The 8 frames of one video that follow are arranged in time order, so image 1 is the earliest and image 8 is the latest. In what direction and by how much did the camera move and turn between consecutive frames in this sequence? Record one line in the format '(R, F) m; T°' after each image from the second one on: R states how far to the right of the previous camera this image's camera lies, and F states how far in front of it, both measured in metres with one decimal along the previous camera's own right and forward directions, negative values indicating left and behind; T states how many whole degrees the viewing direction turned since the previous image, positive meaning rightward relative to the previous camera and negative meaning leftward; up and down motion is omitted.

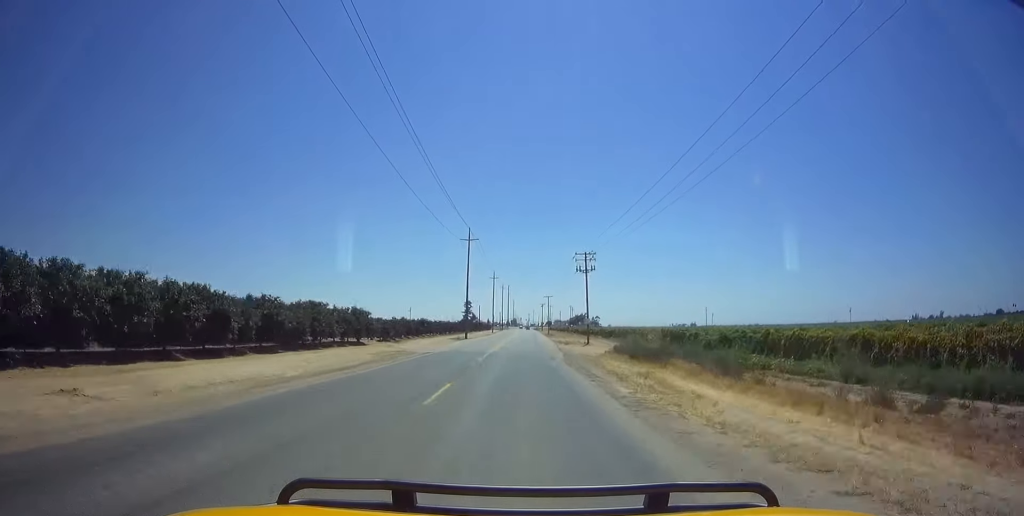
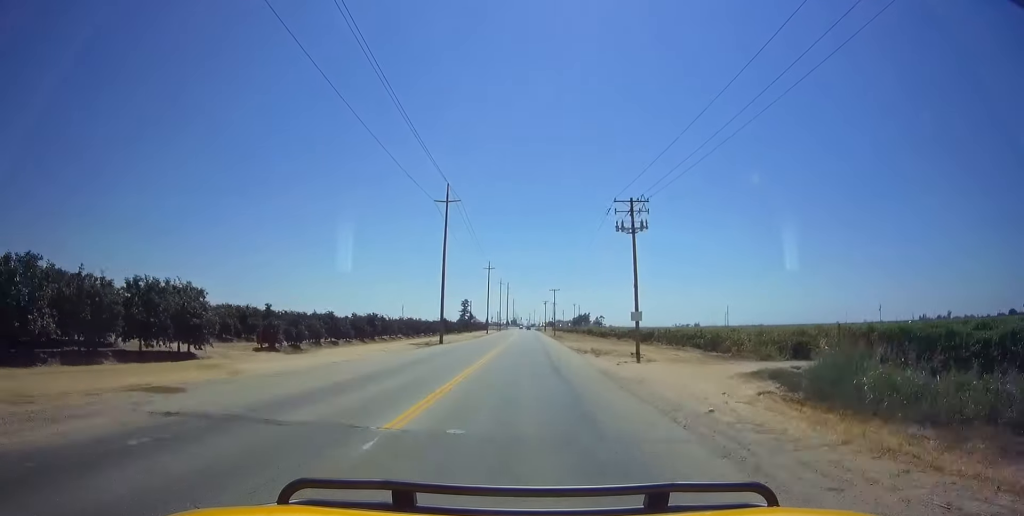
(0.0, +25.9) m; 0°
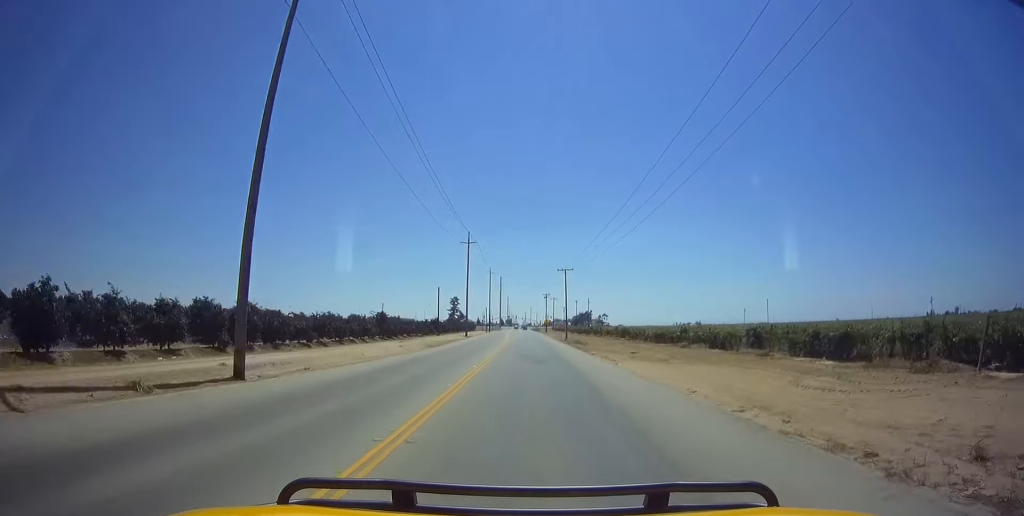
(0.0, +40.8) m; 0°
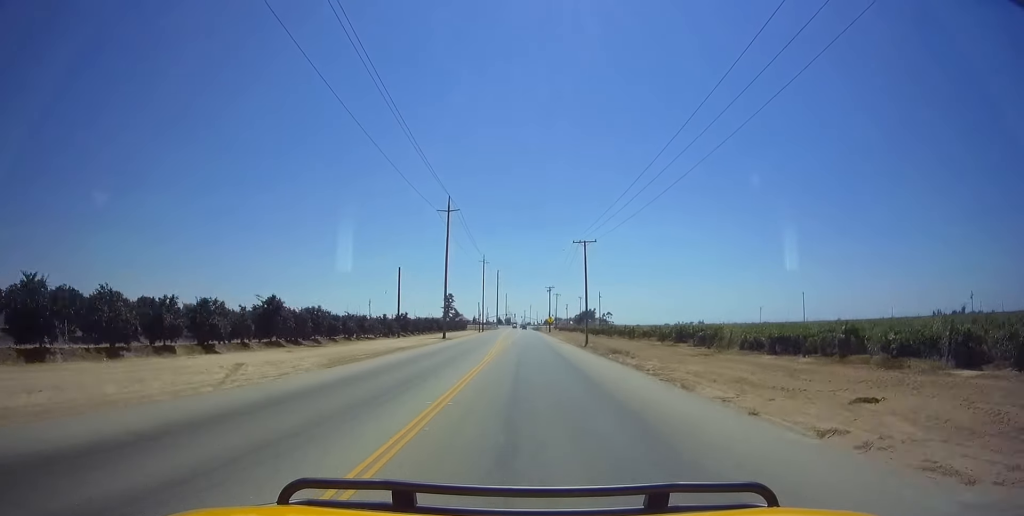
(0.0, +24.8) m; +1°
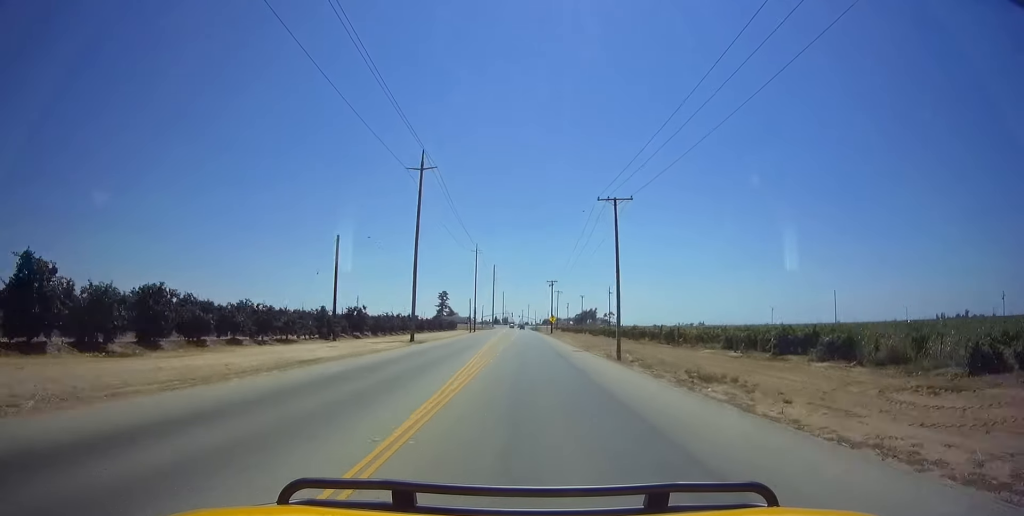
(+0.4, +17.9) m; 0°
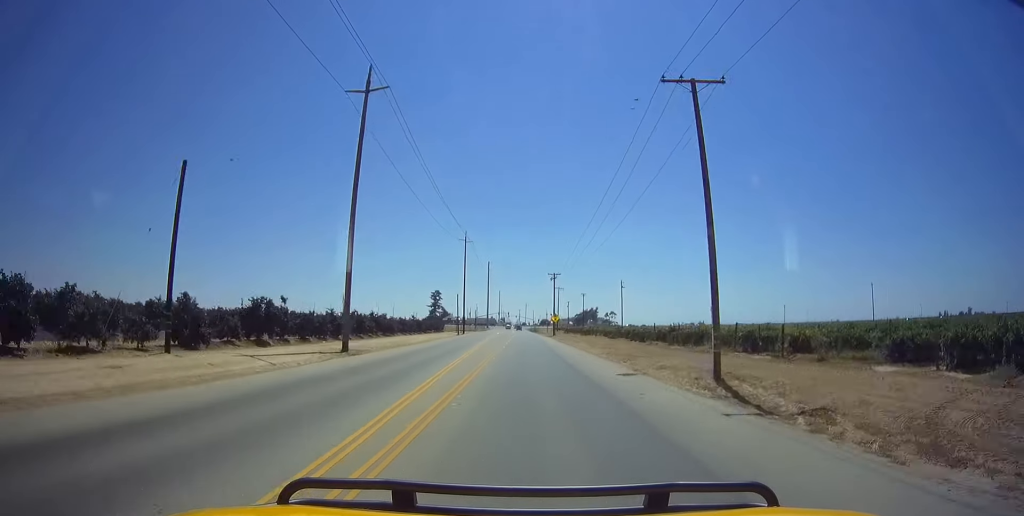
(+0.1, +17.7) m; 0°
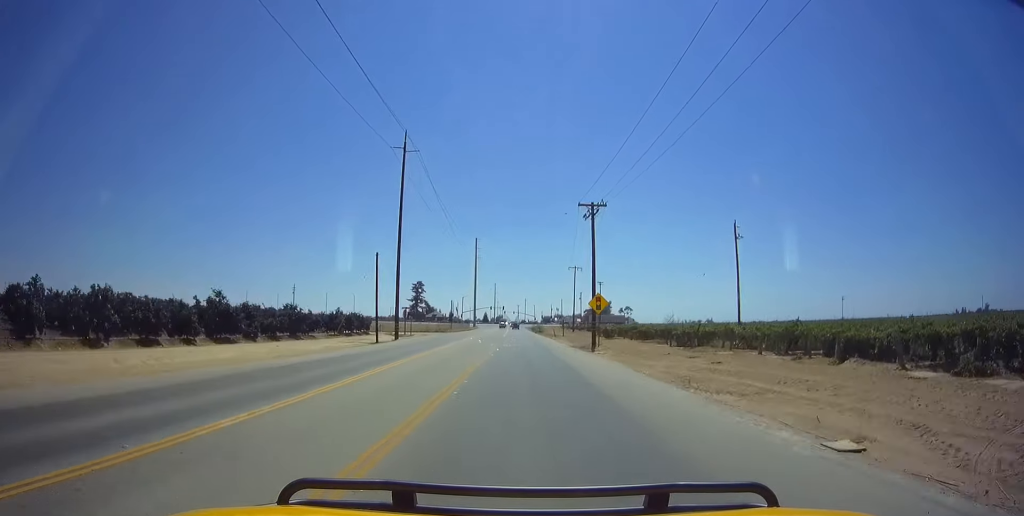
(-0.6, +53.9) m; +1°
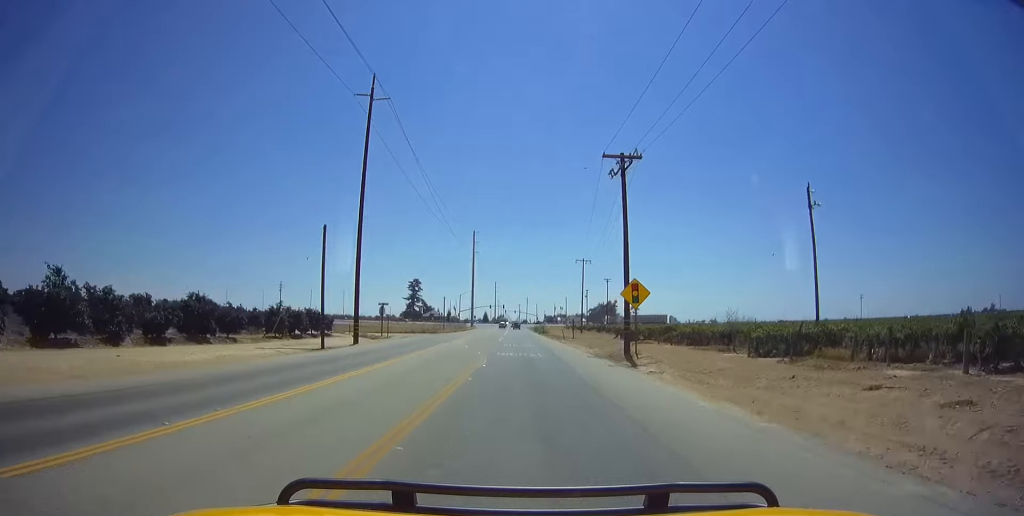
(+0.4, +12.4) m; 0°
